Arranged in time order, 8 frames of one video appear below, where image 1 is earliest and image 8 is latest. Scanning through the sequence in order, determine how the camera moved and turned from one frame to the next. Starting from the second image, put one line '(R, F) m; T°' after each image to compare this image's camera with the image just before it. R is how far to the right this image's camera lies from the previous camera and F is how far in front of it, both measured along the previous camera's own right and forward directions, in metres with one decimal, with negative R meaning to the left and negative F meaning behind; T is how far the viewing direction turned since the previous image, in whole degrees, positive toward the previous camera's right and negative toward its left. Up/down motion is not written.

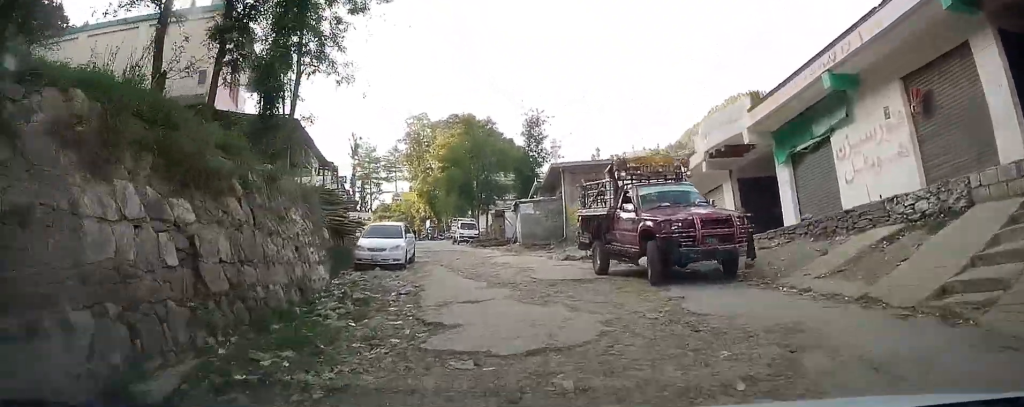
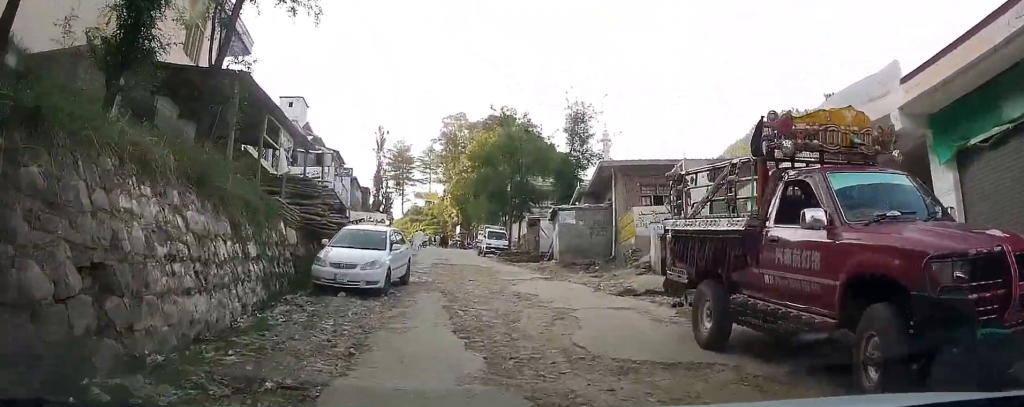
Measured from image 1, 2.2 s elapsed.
(0.0, +6.5) m; +4°
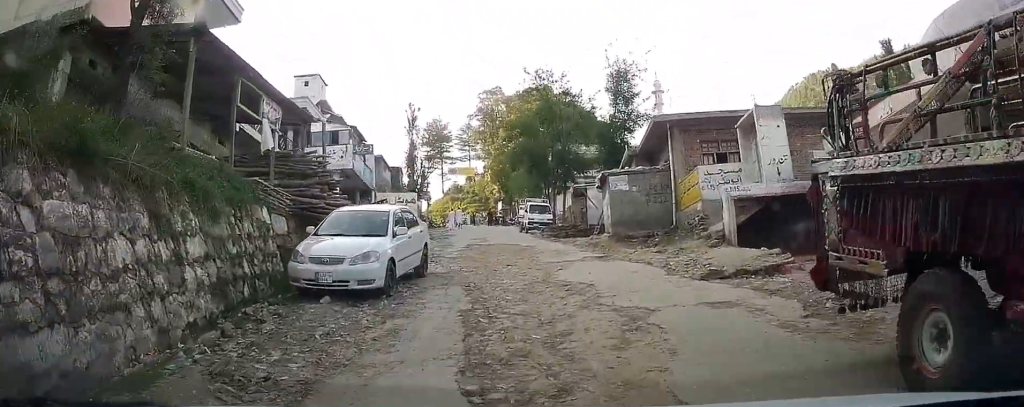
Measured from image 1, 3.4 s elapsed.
(+0.3, +3.7) m; 0°
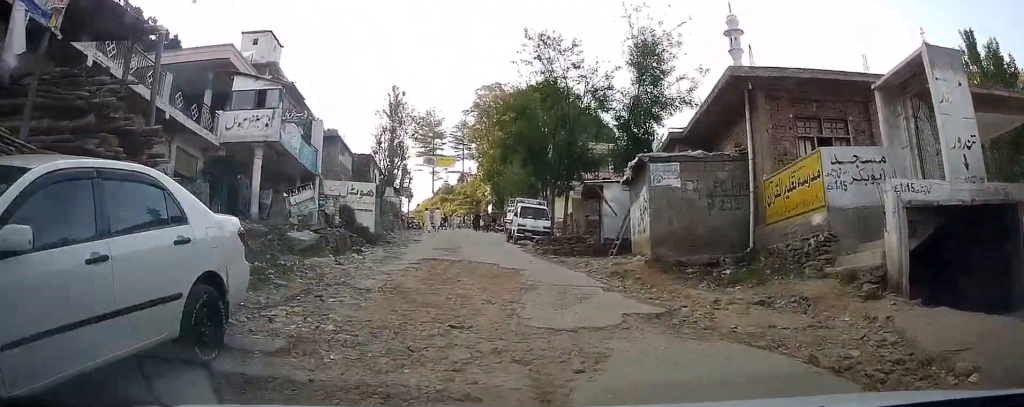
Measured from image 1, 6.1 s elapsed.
(-0.2, +8.4) m; +1°
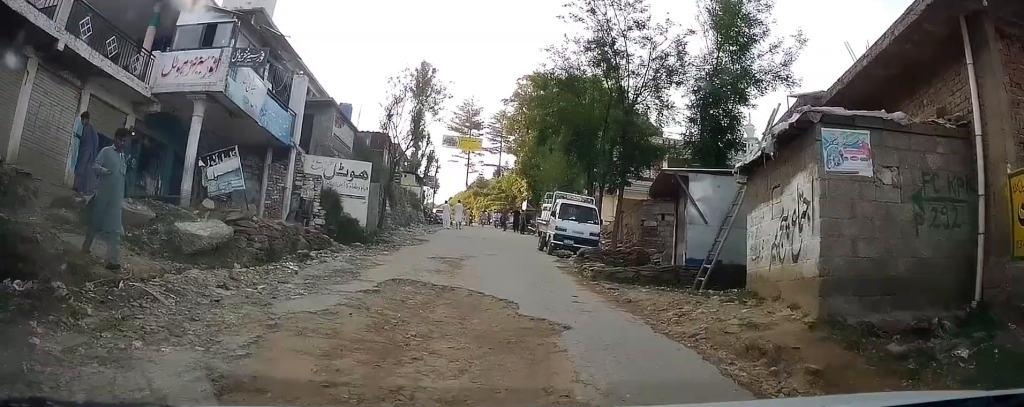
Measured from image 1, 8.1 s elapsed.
(+0.4, +7.0) m; -4°
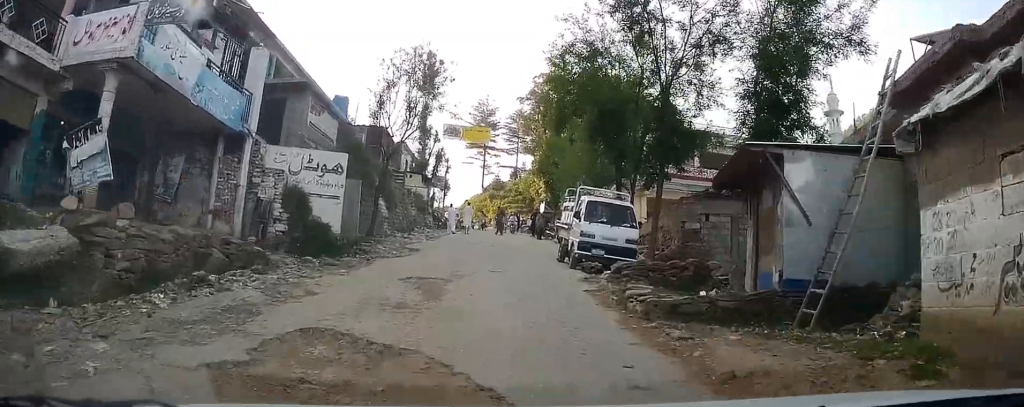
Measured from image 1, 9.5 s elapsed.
(-0.6, +4.6) m; -6°
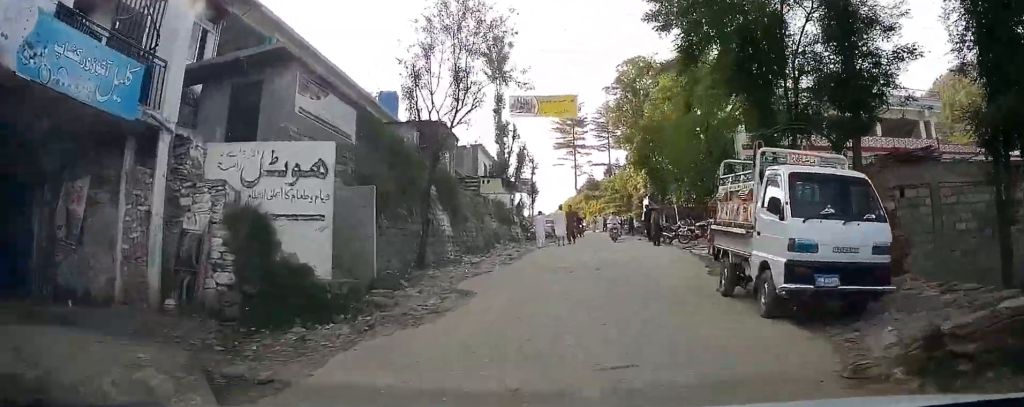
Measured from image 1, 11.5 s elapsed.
(-0.4, +7.4) m; -4°
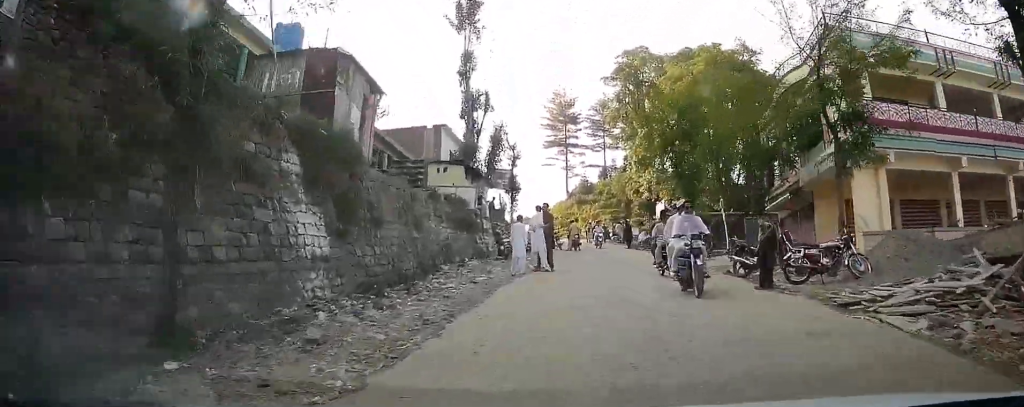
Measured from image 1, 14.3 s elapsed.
(-0.2, +10.7) m; -7°
